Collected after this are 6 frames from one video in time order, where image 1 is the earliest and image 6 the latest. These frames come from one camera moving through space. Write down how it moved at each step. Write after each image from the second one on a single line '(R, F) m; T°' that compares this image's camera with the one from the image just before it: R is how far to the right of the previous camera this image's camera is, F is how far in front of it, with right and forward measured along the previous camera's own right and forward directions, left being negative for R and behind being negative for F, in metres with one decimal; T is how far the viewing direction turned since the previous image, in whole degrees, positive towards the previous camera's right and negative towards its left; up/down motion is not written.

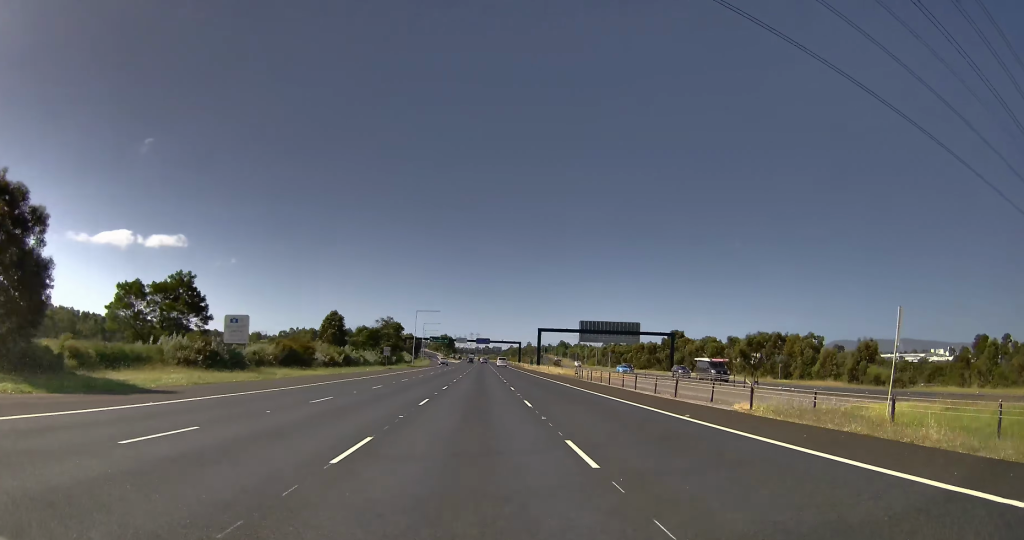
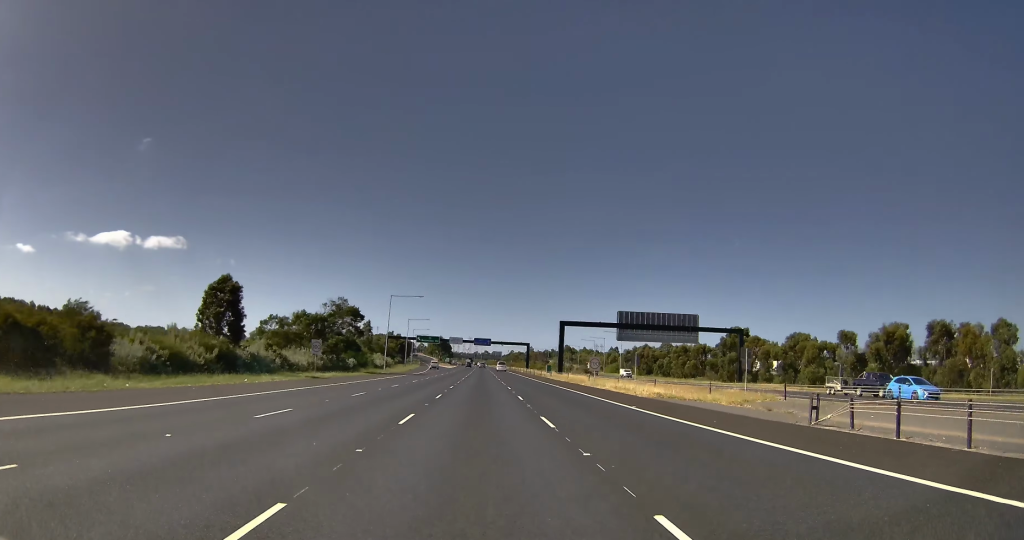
(+0.2, +50.5) m; 0°
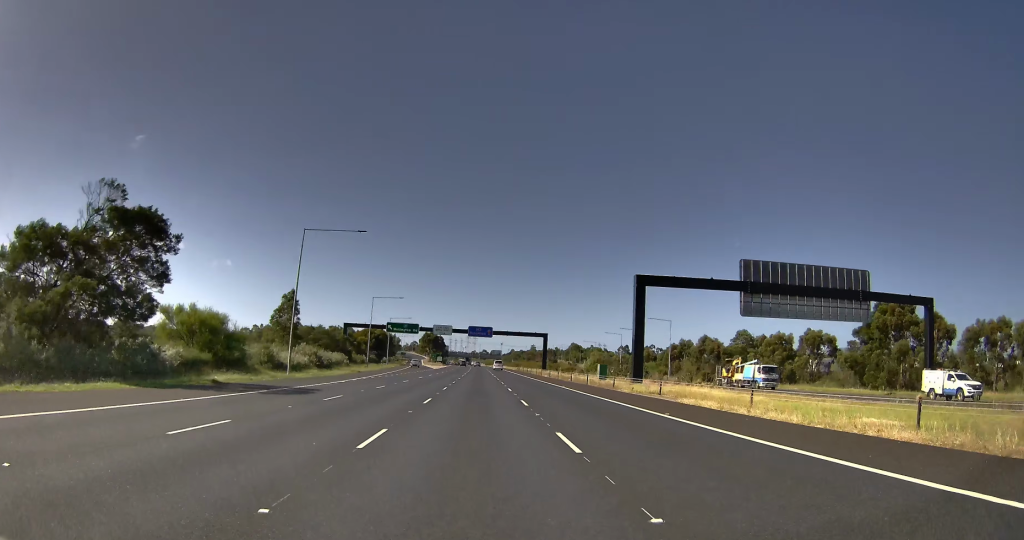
(+0.1, +66.1) m; +1°
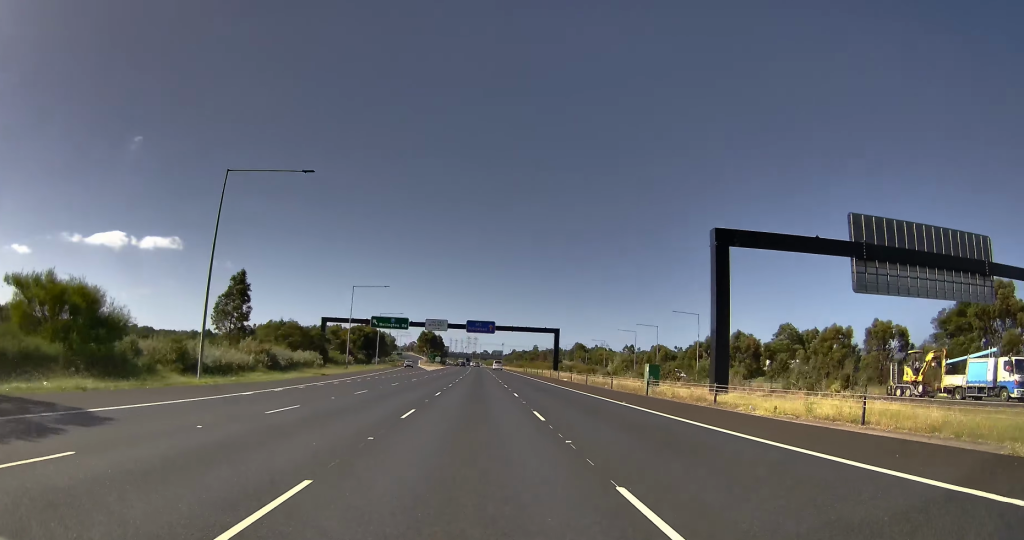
(+0.1, +20.9) m; +1°
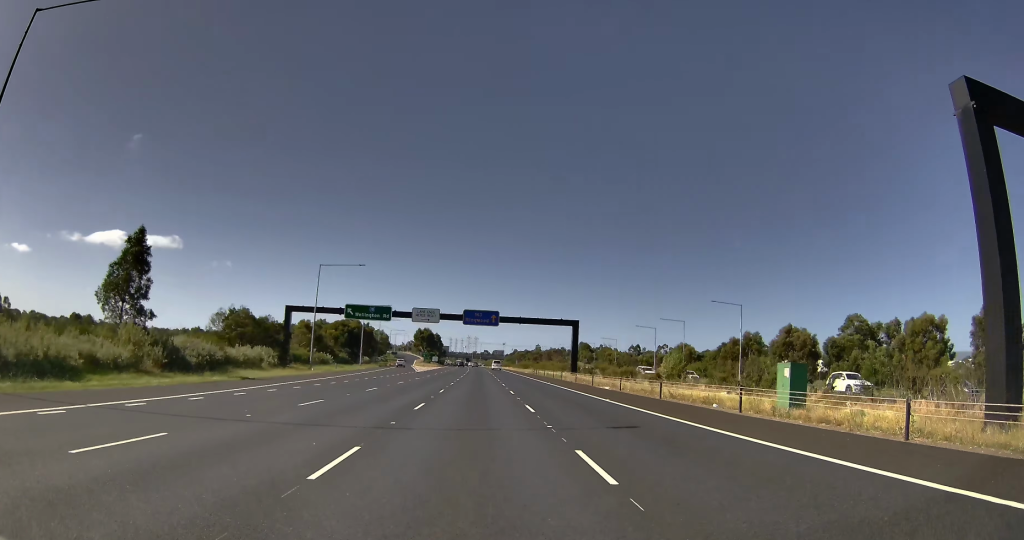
(+0.3, +22.5) m; 0°
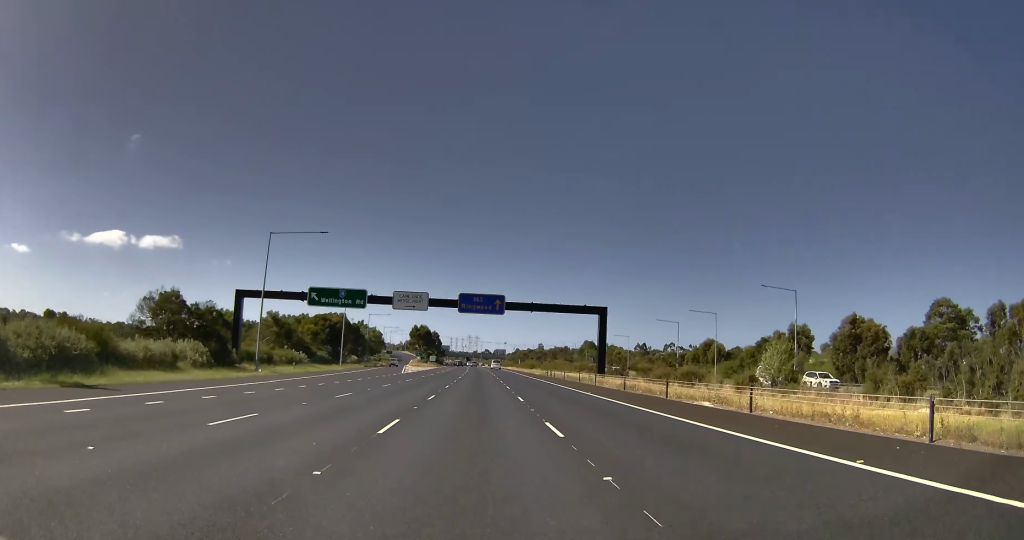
(-0.2, +19.5) m; 0°
